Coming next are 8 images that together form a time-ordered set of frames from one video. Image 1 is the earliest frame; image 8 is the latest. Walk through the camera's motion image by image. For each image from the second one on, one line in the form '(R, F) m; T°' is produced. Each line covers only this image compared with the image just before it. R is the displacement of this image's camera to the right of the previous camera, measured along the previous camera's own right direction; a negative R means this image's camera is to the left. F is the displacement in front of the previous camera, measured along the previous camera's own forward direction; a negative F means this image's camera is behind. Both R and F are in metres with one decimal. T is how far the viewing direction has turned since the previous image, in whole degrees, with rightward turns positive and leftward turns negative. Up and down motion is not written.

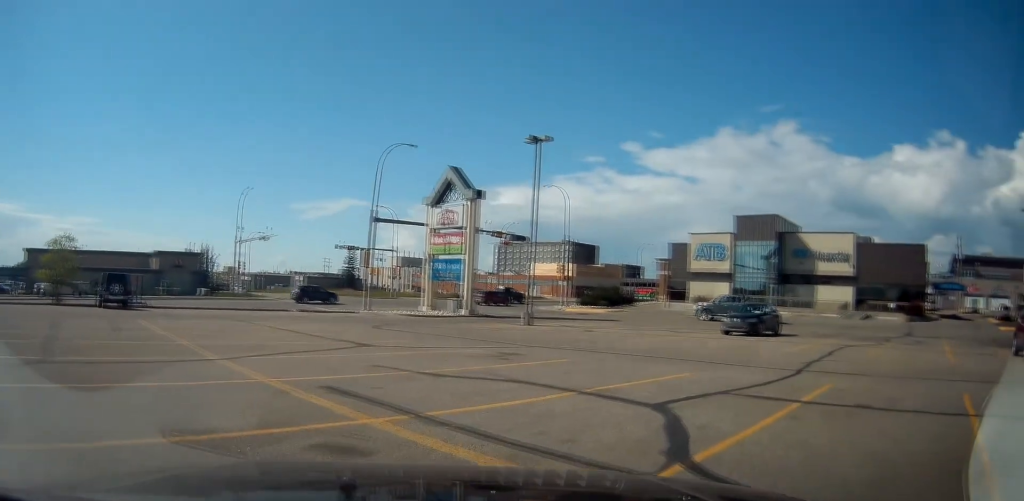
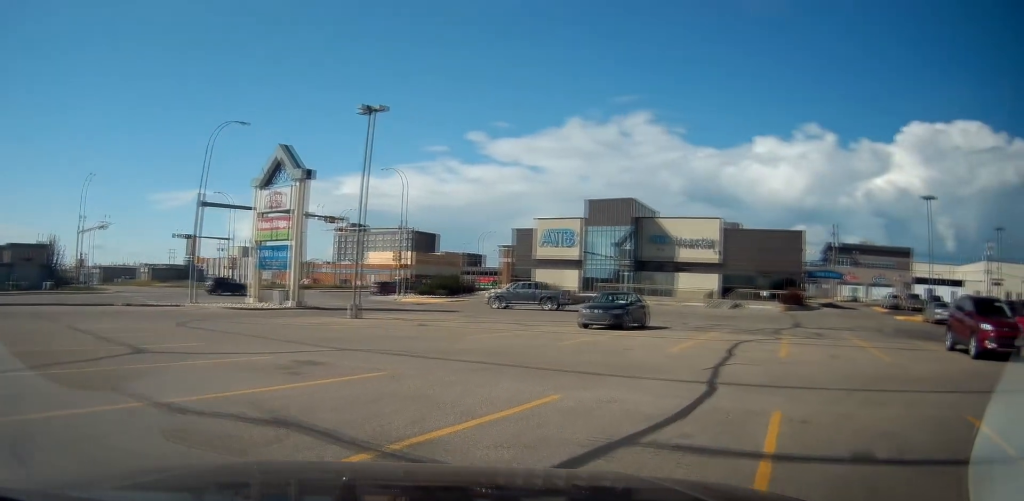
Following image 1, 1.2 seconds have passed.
(+0.3, +3.4) m; +10°
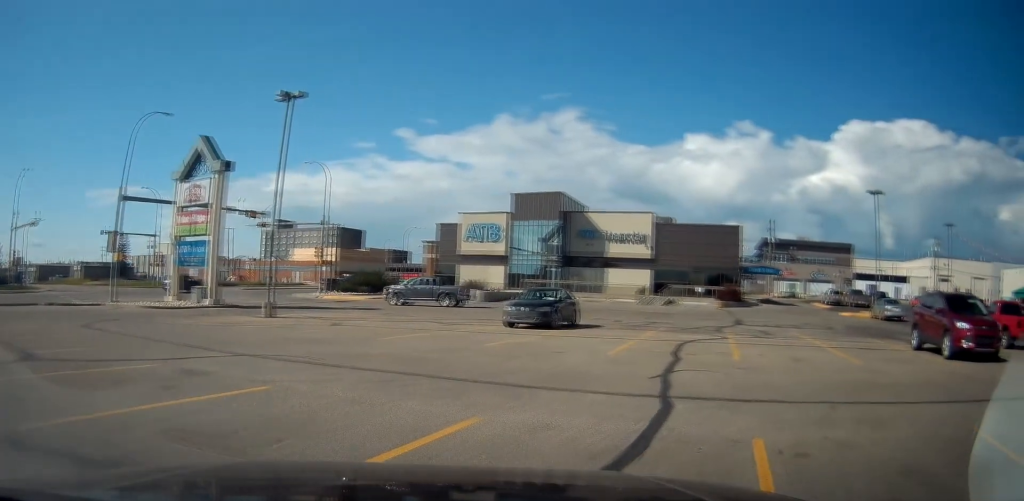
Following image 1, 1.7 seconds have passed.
(+0.1, +1.5) m; +5°
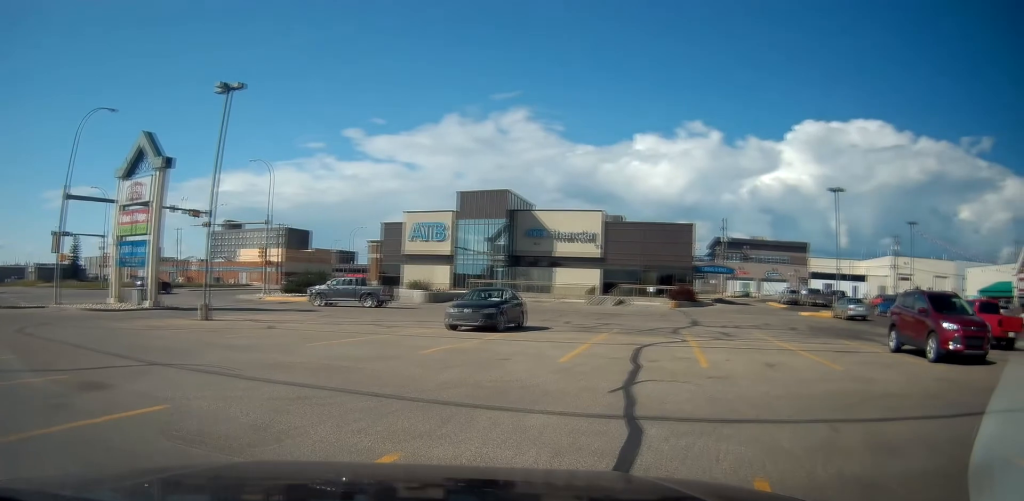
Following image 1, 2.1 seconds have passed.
(0.0, +1.3) m; +4°
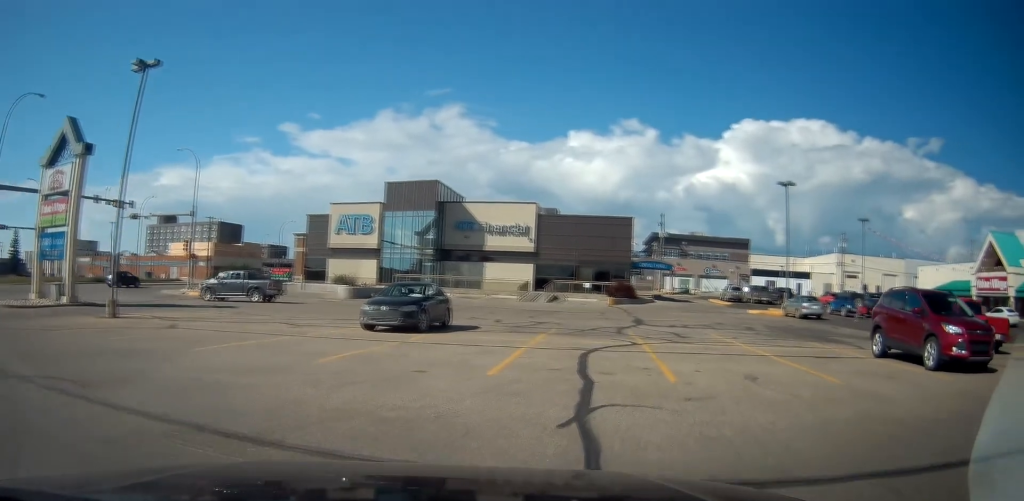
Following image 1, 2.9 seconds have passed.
(+0.2, +2.3) m; +7°
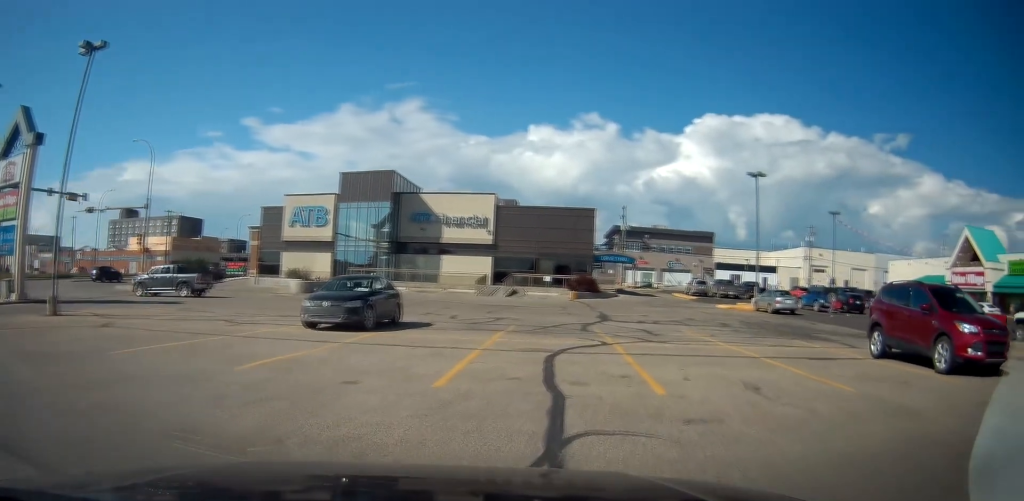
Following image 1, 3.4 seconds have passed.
(+0.1, +1.6) m; +4°
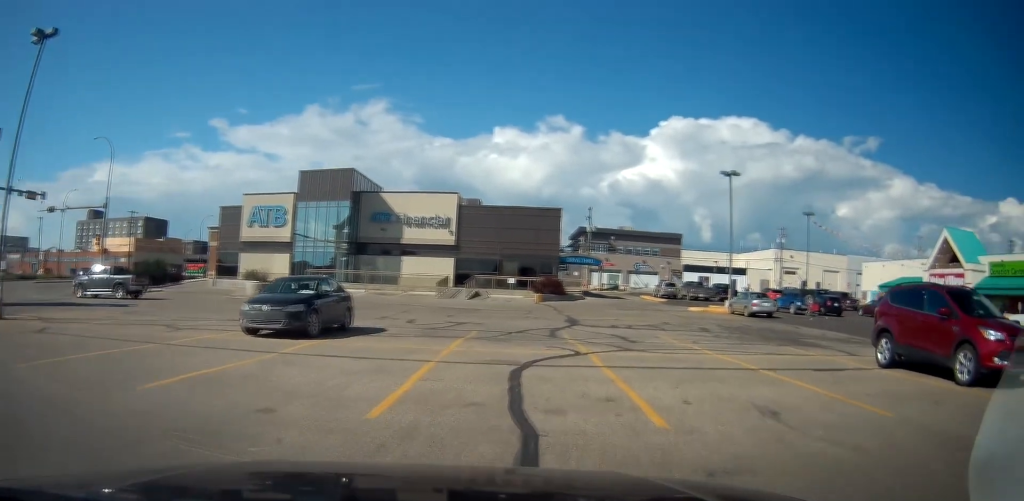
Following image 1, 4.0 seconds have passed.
(0.0, +1.6) m; +3°
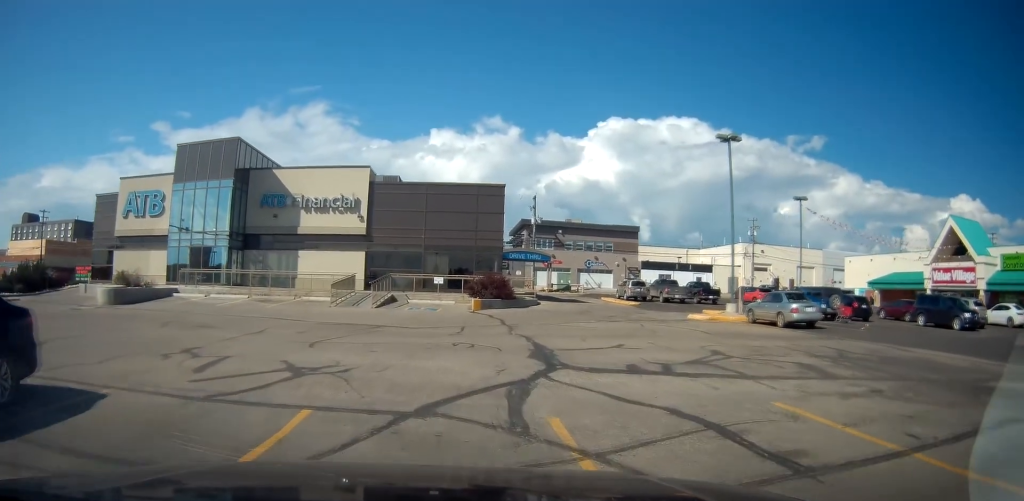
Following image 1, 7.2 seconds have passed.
(+1.2, +10.3) m; +8°
